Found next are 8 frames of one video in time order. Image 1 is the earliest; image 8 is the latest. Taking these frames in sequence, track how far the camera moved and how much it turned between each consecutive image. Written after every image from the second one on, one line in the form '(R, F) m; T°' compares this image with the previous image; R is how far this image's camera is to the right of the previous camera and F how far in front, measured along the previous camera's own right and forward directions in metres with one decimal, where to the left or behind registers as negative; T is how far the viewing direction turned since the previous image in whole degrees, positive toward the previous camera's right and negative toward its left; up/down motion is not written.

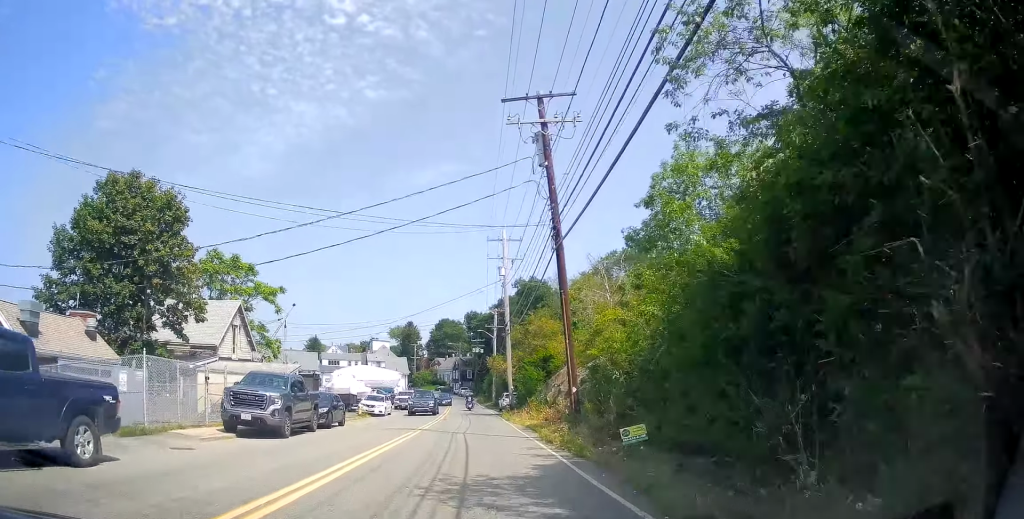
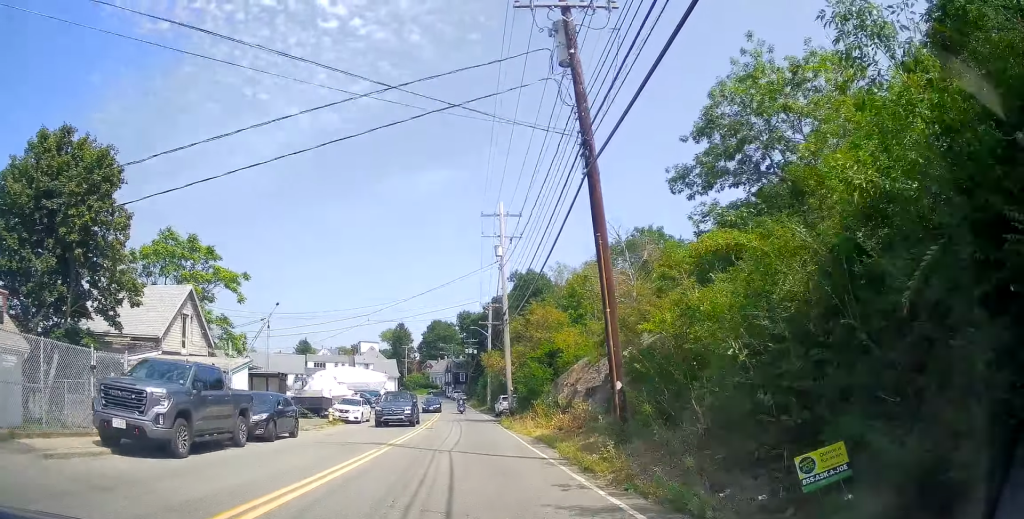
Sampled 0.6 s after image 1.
(-0.4, +6.5) m; -1°
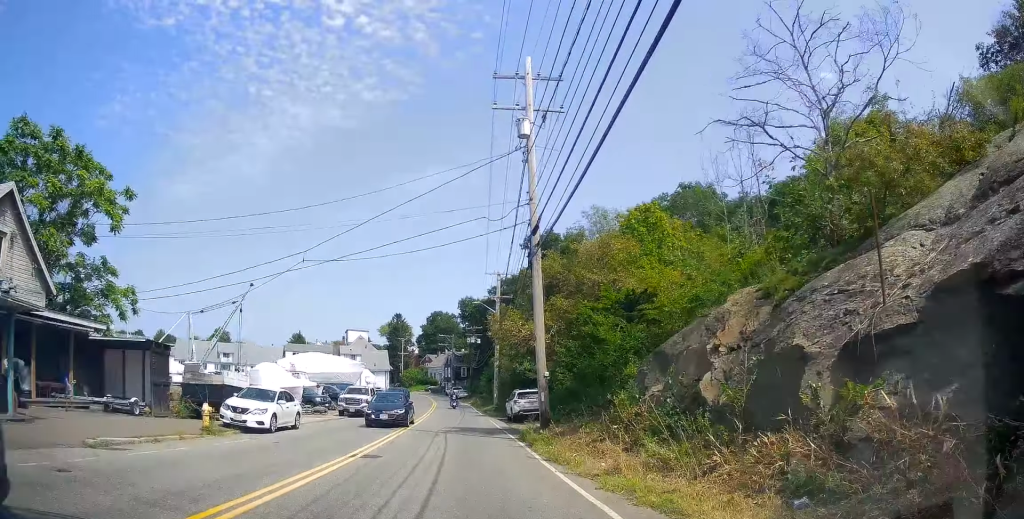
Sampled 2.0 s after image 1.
(+0.3, +16.2) m; +2°
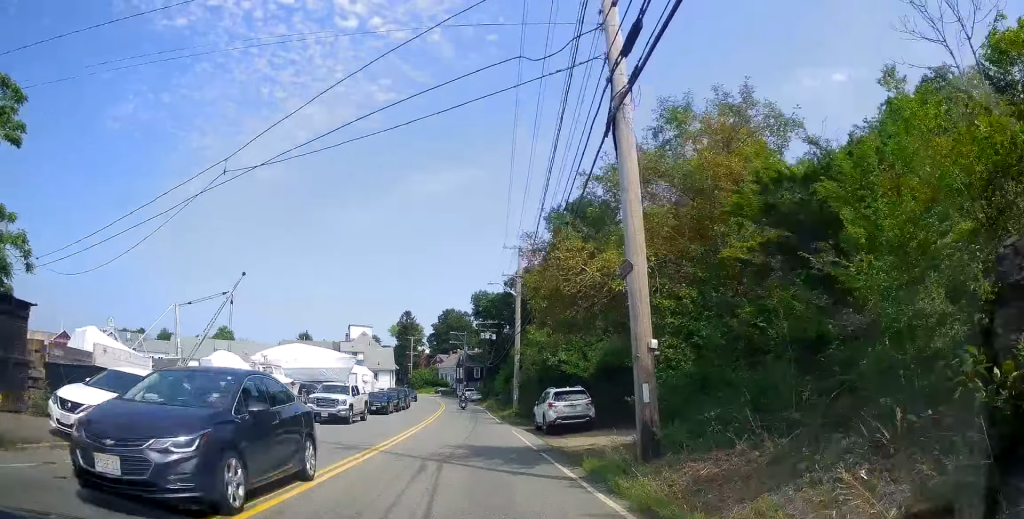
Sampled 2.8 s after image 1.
(0.0, +9.6) m; 0°
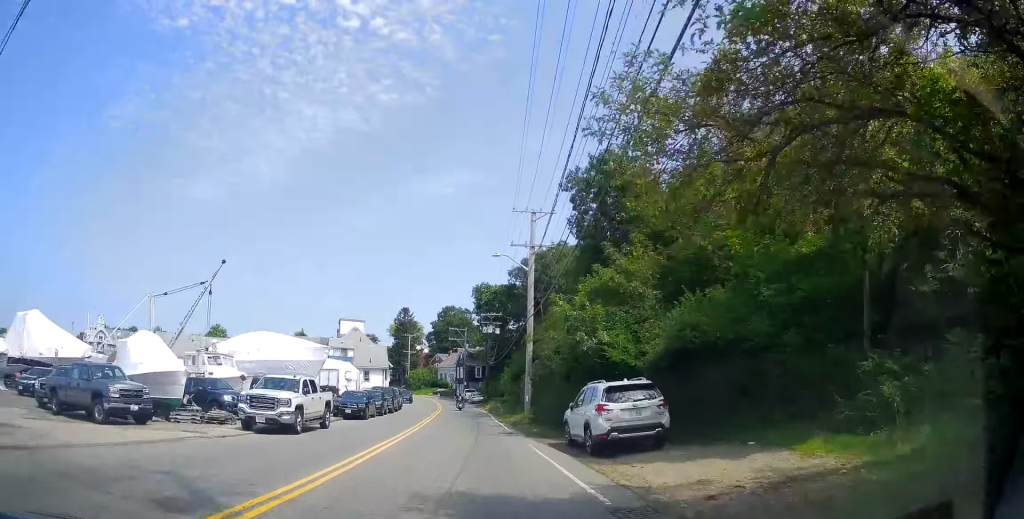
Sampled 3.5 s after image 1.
(0.0, +8.2) m; 0°
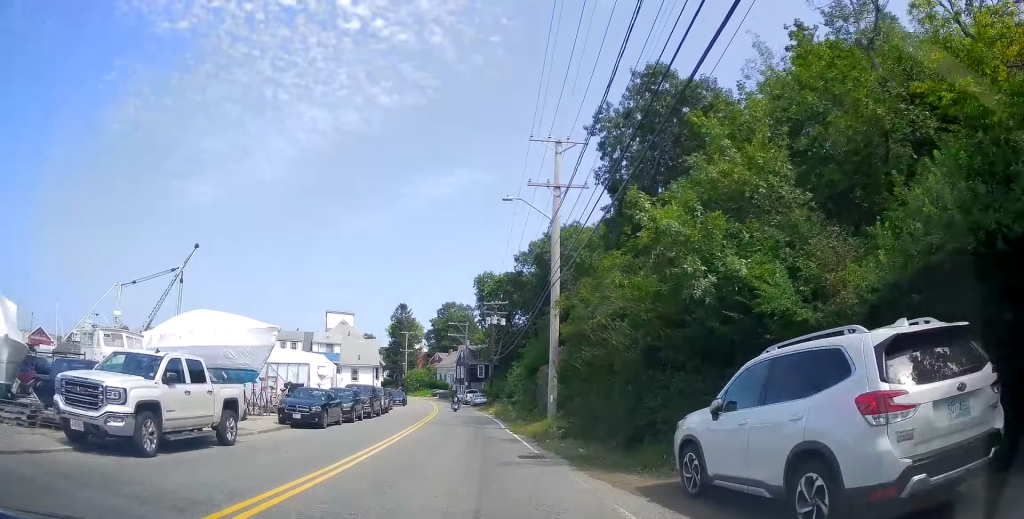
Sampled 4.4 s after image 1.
(0.0, +9.1) m; 0°
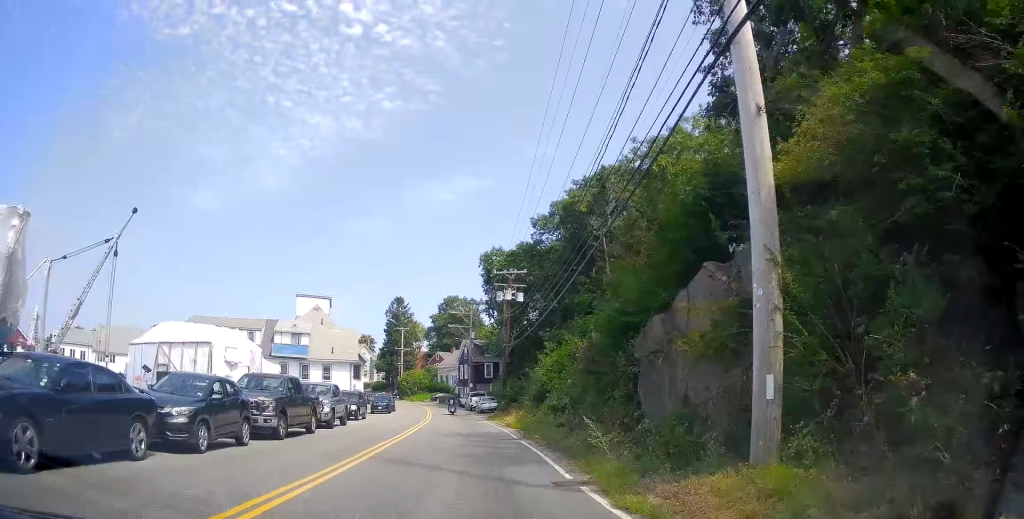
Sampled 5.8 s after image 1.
(0.0, +15.7) m; -2°
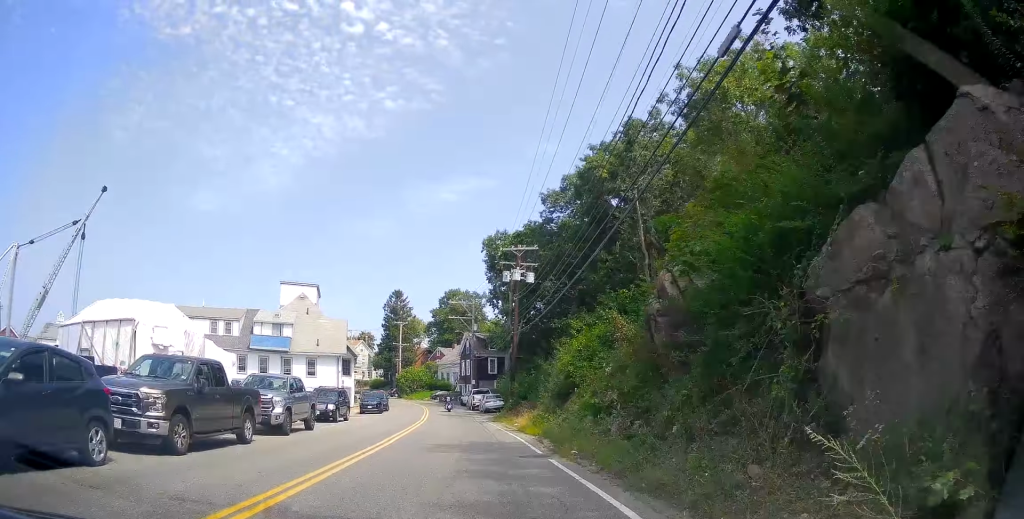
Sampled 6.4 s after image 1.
(-0.1, +5.9) m; -2°
